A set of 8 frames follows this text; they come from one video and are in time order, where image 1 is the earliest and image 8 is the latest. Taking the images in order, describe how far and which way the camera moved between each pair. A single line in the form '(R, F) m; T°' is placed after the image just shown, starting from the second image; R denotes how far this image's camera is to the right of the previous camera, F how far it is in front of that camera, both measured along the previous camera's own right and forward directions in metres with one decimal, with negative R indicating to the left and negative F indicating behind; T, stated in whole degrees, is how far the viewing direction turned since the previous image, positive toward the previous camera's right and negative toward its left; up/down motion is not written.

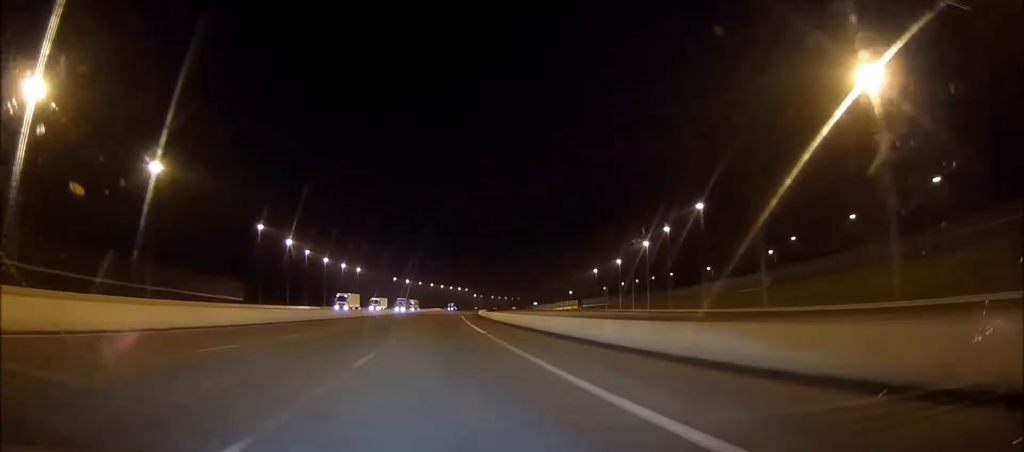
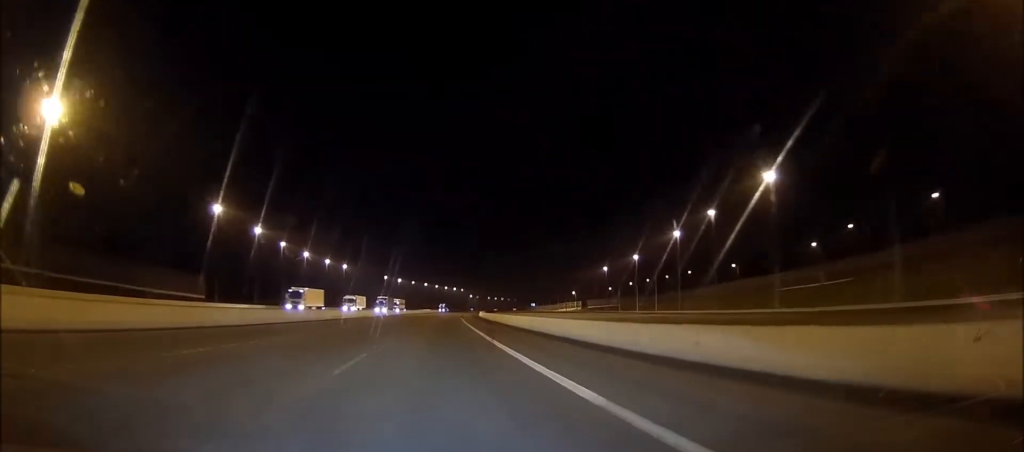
(+0.1, +25.0) m; +1°
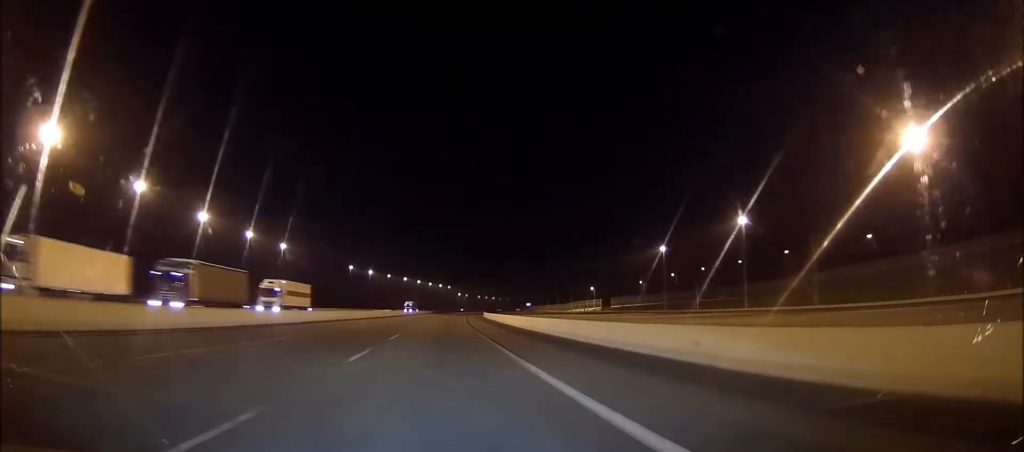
(+2.4, +82.1) m; +2°
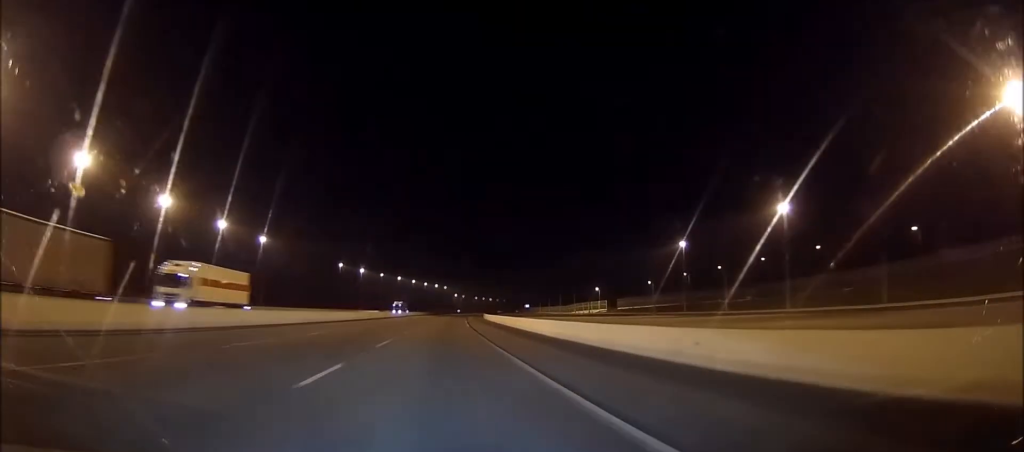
(0.0, +18.4) m; 0°
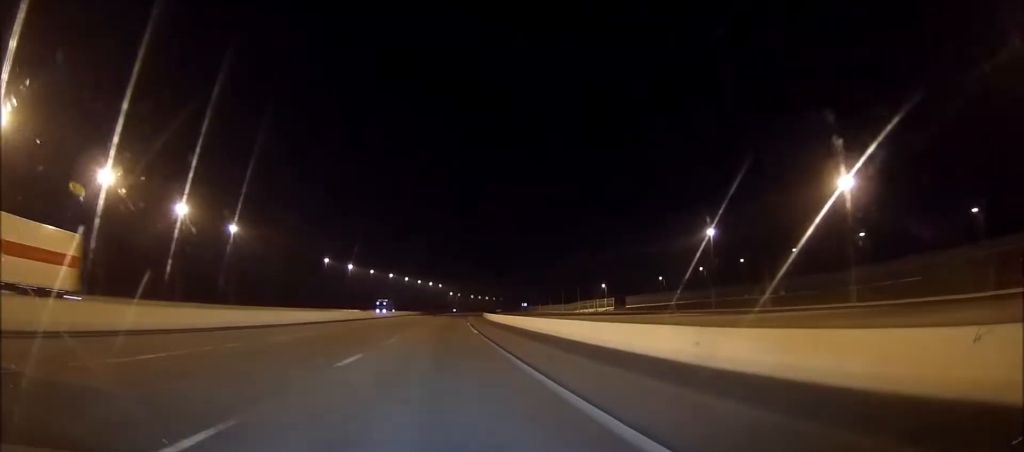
(0.0, +21.2) m; 0°
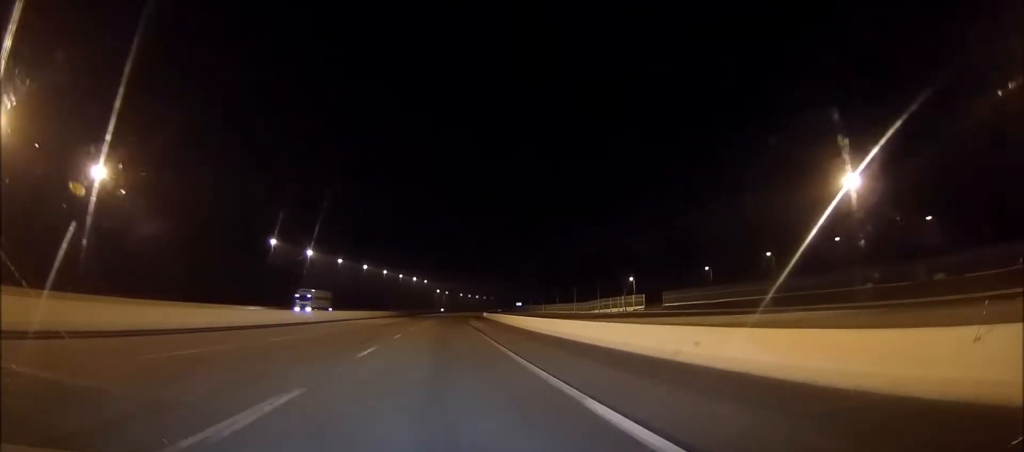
(+0.7, +59.0) m; +1°
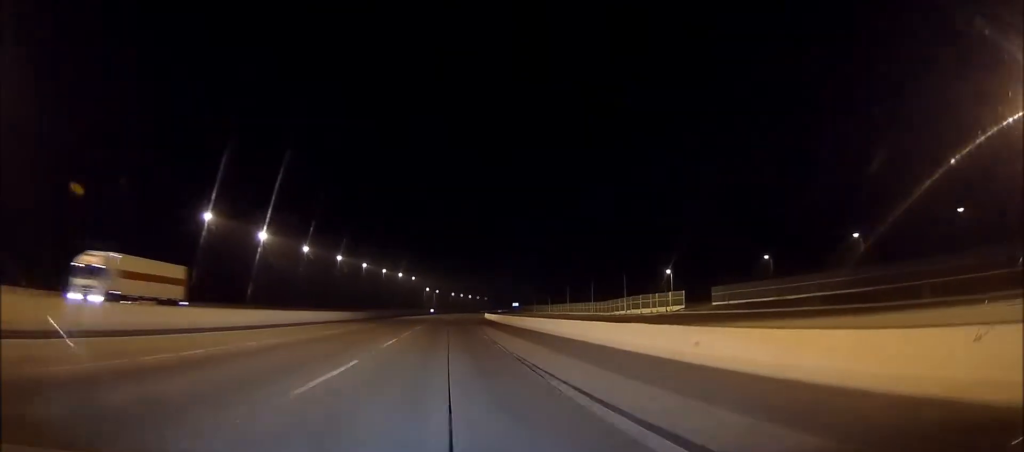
(+0.3, +44.4) m; +1°
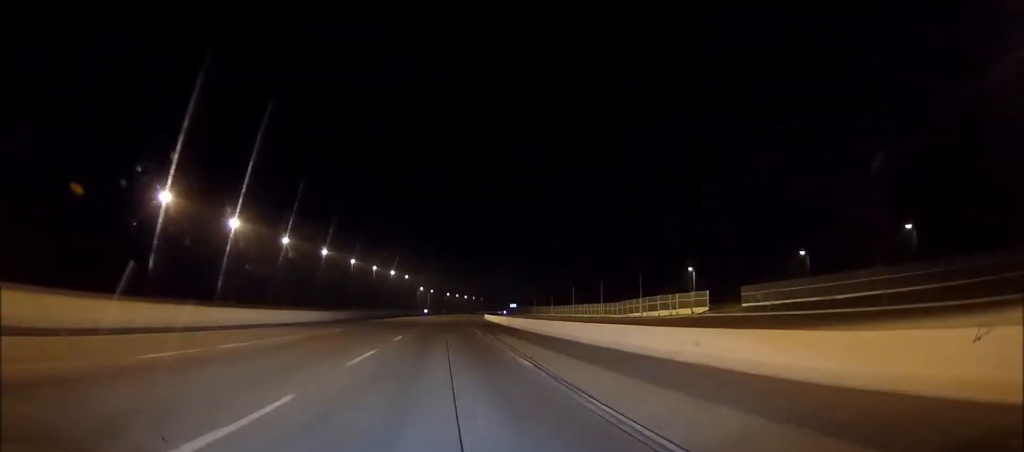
(0.0, +19.3) m; 0°
